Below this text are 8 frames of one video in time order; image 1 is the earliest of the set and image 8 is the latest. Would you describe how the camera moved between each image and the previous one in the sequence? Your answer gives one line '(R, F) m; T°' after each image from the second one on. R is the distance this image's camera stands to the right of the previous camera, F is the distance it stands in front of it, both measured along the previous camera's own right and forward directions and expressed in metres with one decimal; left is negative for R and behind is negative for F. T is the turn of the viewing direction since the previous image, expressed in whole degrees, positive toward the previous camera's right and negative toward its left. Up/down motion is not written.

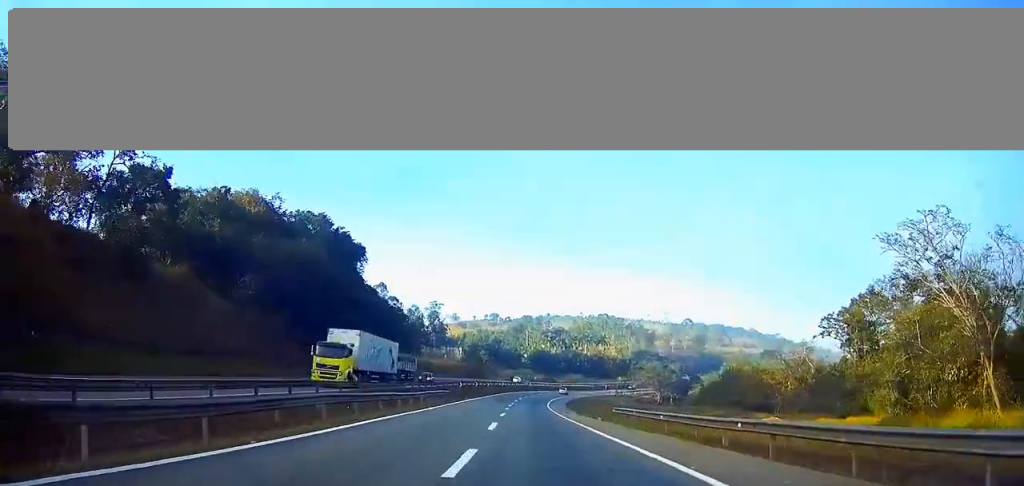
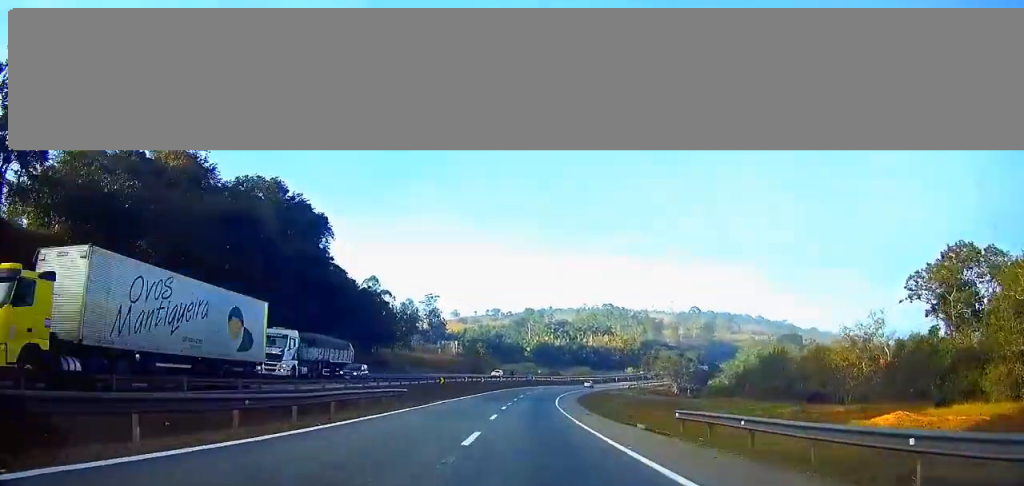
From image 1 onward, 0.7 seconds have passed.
(-0.1, +18.2) m; -1°
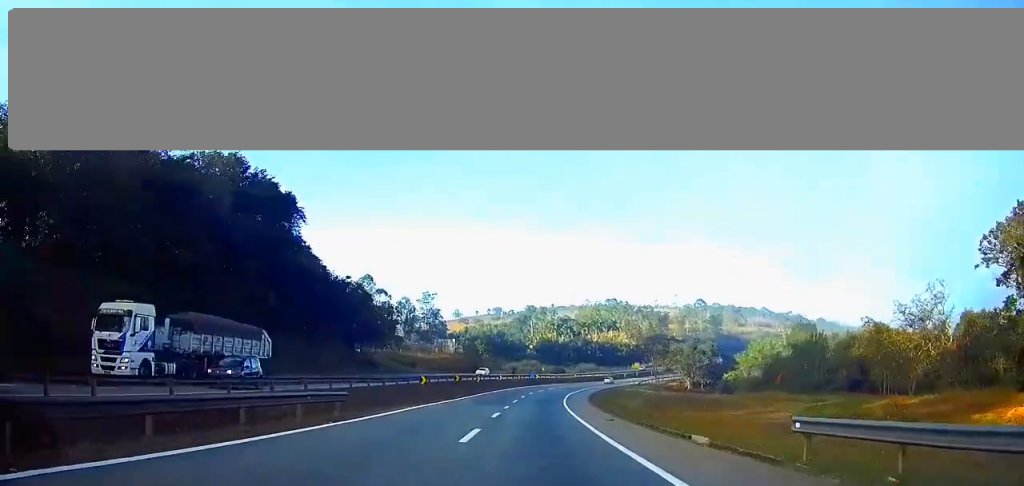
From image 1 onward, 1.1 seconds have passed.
(0.0, +11.3) m; 0°
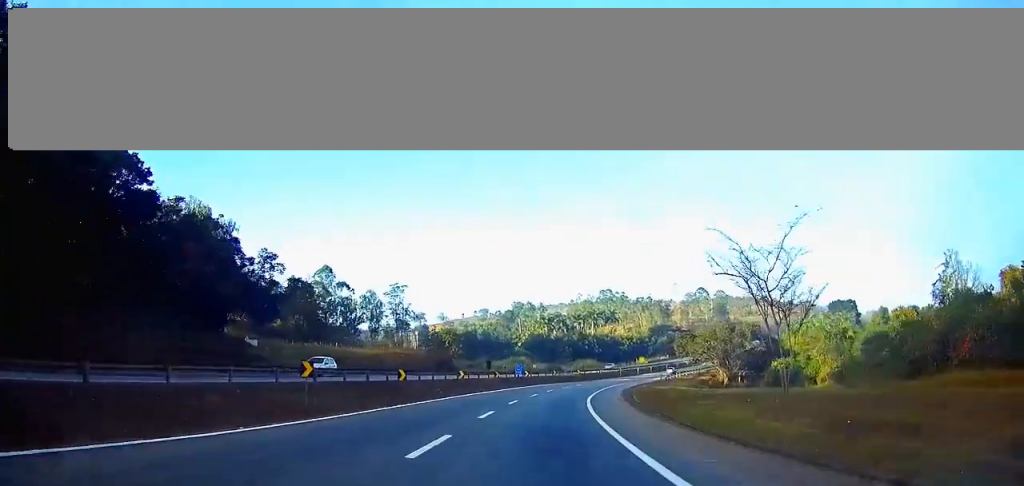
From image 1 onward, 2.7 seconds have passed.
(0.0, +40.3) m; +1°
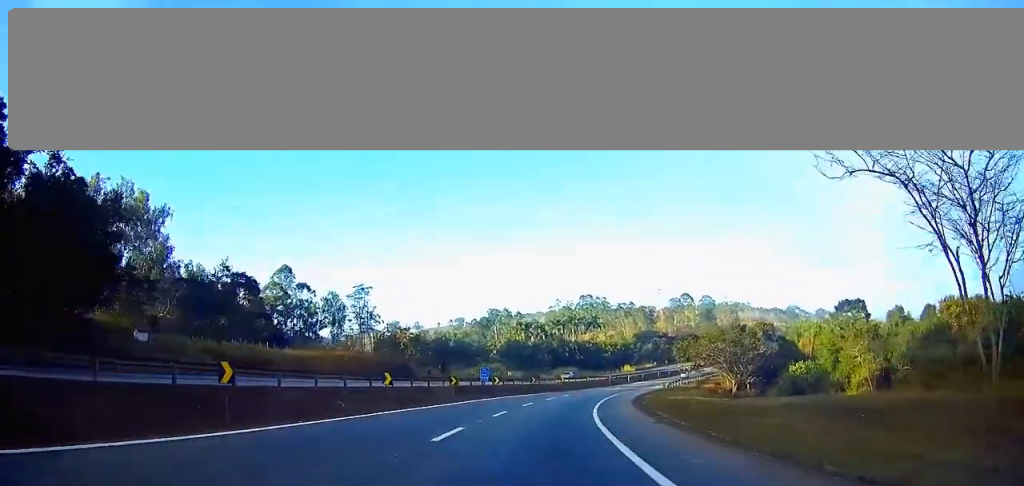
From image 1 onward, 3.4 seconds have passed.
(+0.1, +19.5) m; +2°
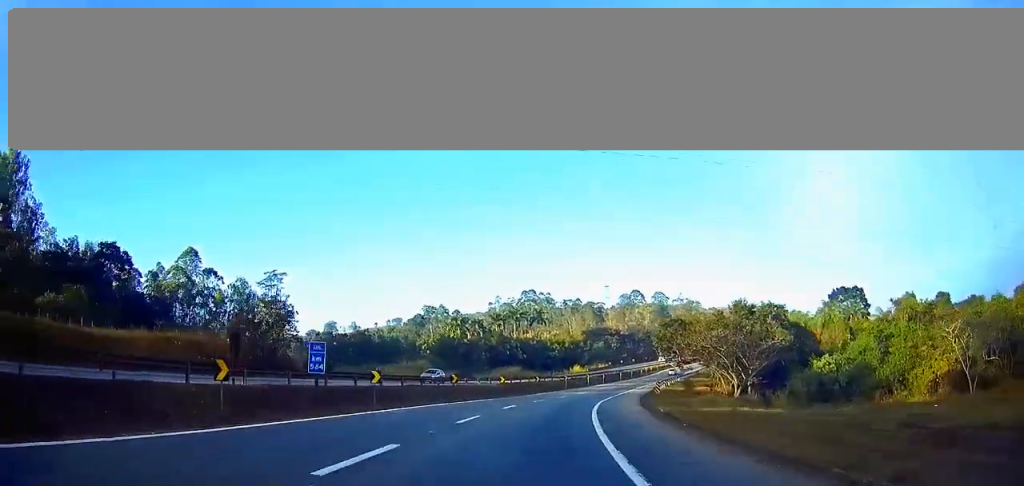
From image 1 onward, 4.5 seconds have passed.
(+0.9, +29.8) m; +4°
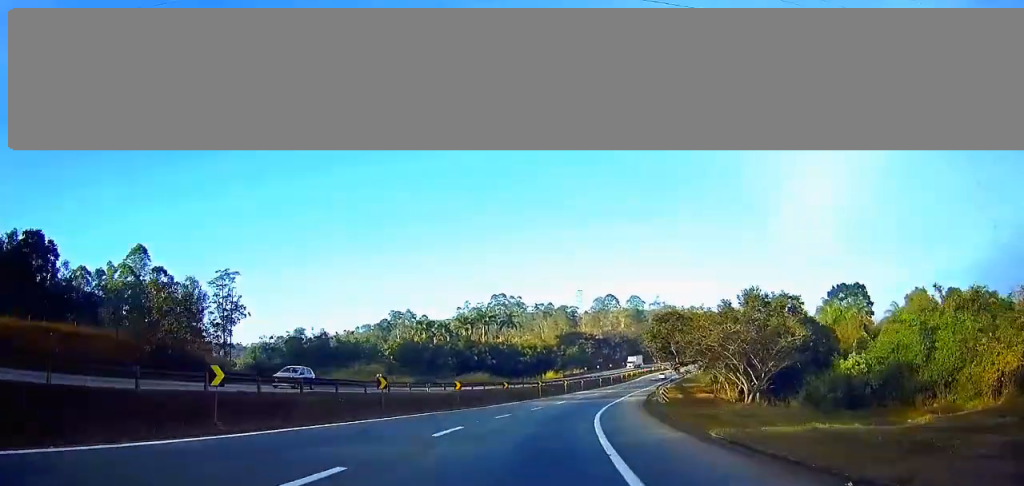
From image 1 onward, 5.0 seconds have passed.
(+0.5, +14.5) m; +3°
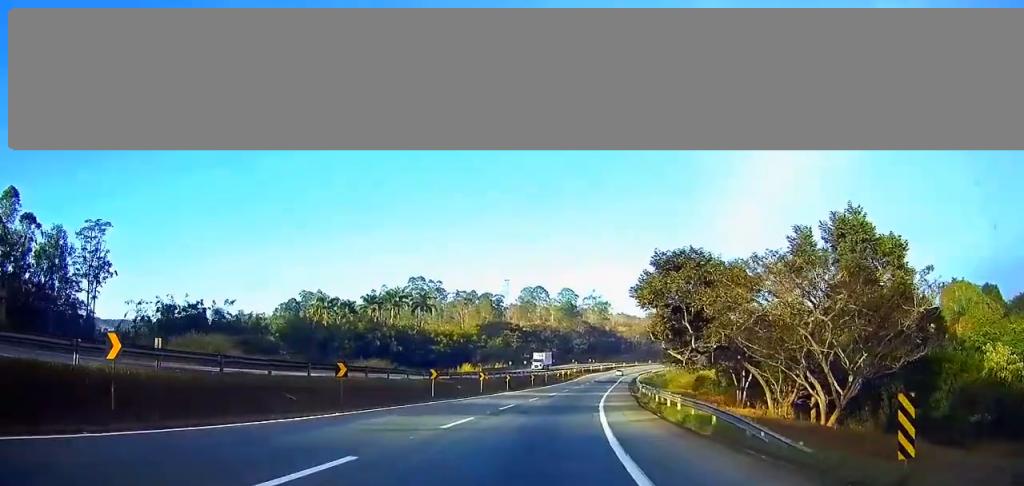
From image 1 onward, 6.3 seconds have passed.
(+2.0, +33.6) m; +7°
